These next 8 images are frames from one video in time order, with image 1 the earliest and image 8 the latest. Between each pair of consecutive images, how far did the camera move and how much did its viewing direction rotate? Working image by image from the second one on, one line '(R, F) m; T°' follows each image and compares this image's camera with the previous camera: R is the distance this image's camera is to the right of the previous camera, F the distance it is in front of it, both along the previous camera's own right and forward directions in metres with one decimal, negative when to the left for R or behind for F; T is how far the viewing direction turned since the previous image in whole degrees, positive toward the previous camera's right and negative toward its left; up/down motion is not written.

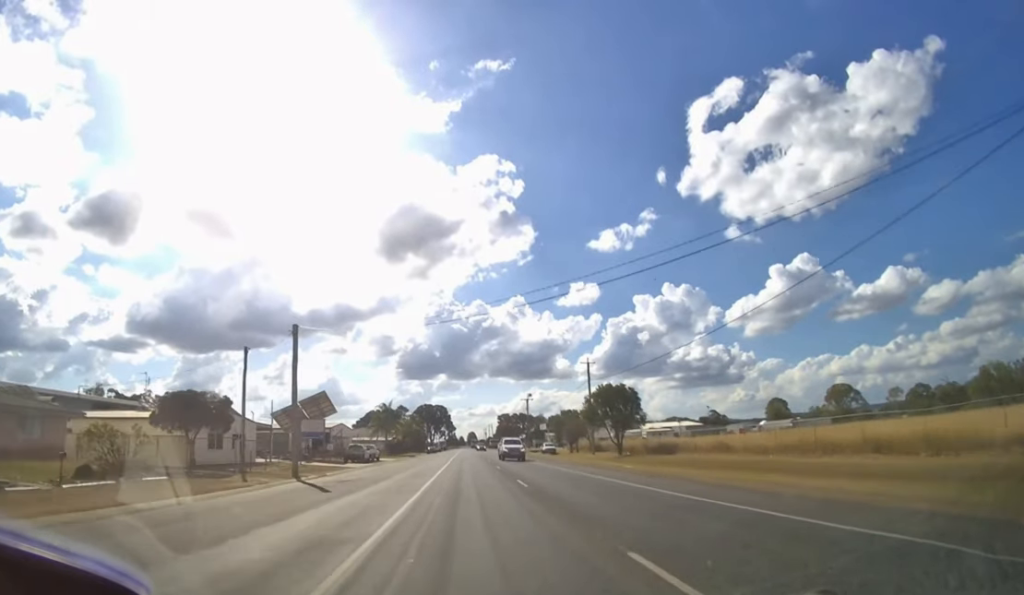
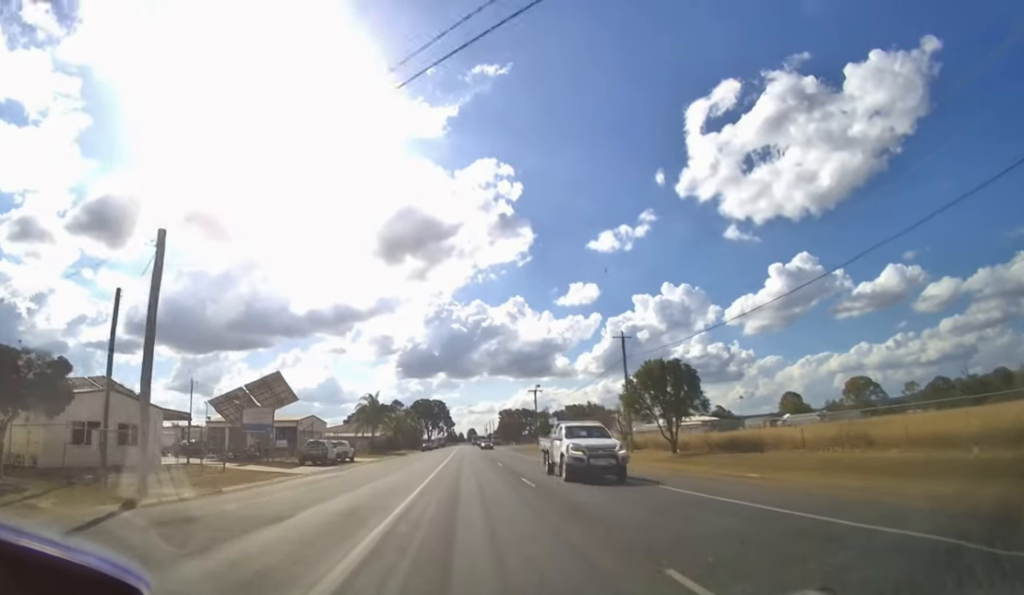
(0.0, +11.8) m; 0°
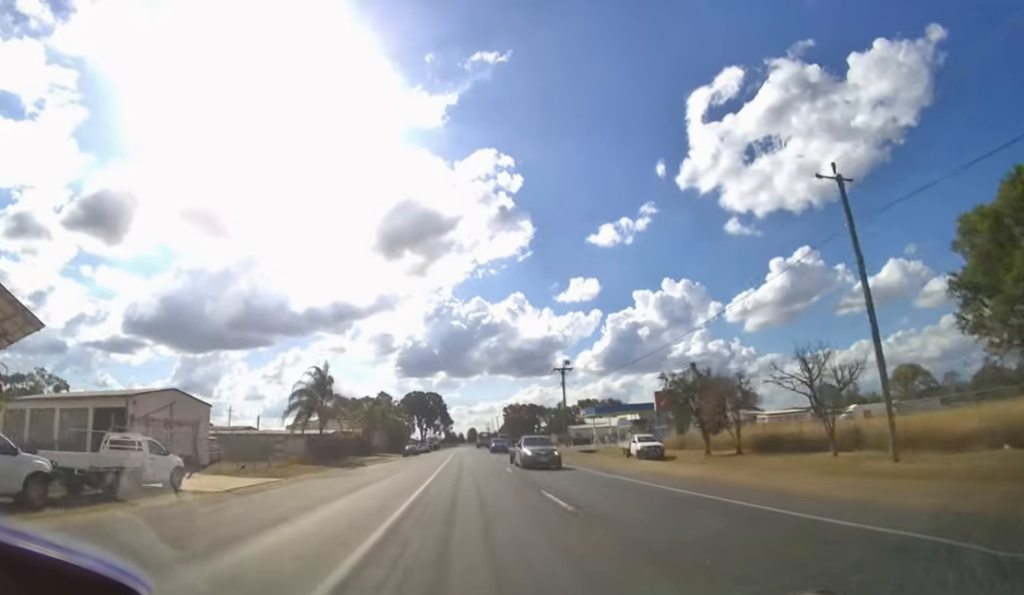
(-0.1, +26.8) m; 0°
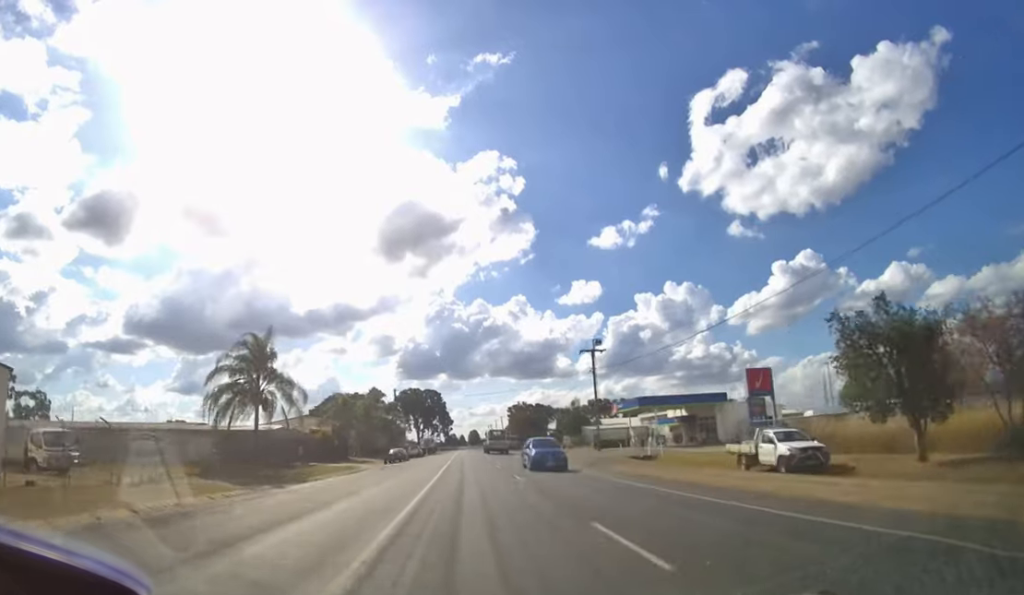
(0.0, +16.5) m; 0°
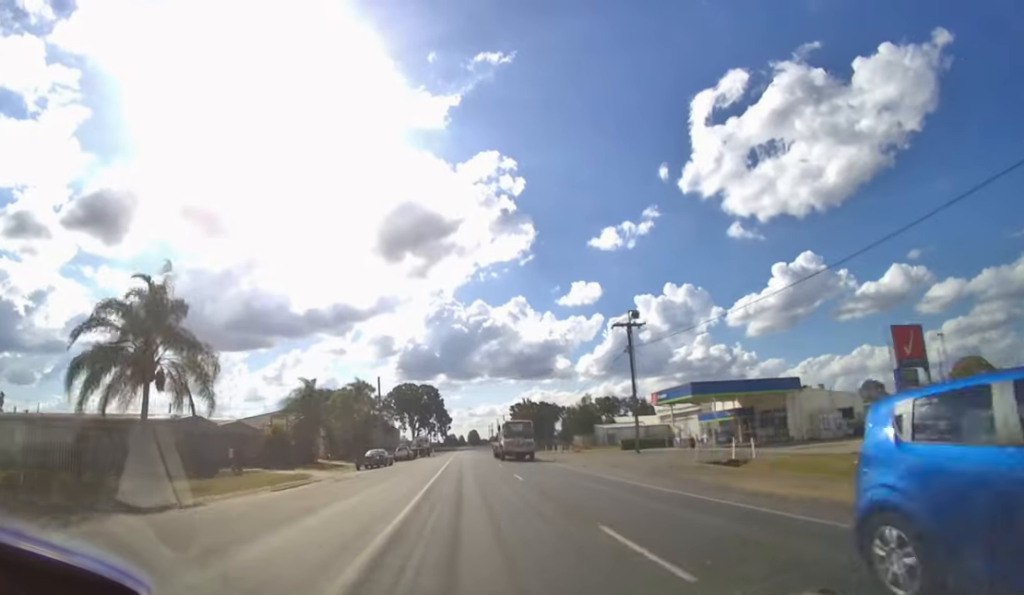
(0.0, +14.2) m; 0°
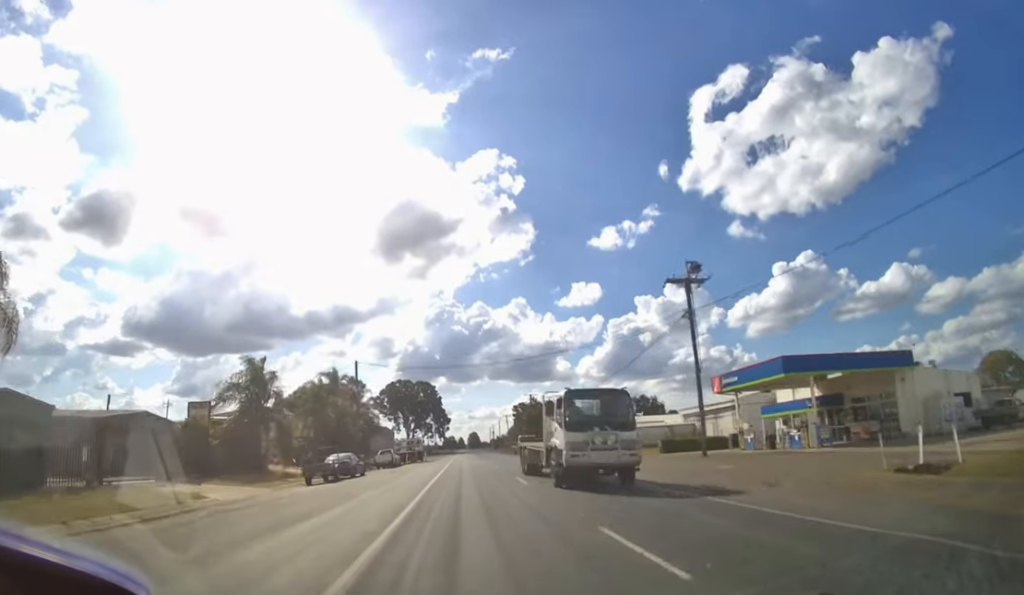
(0.0, +13.5) m; 0°
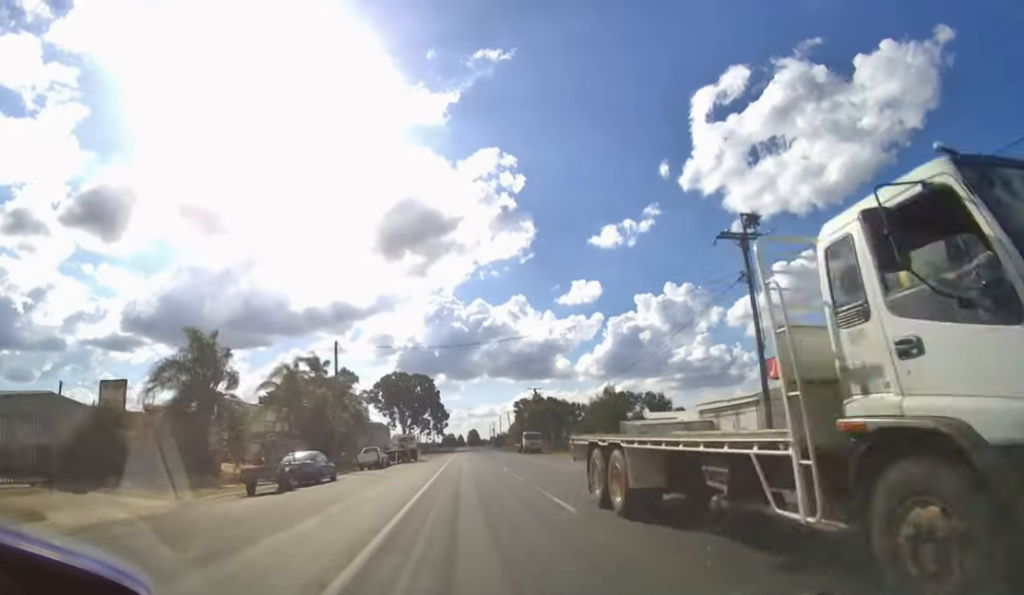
(0.0, +8.4) m; 0°
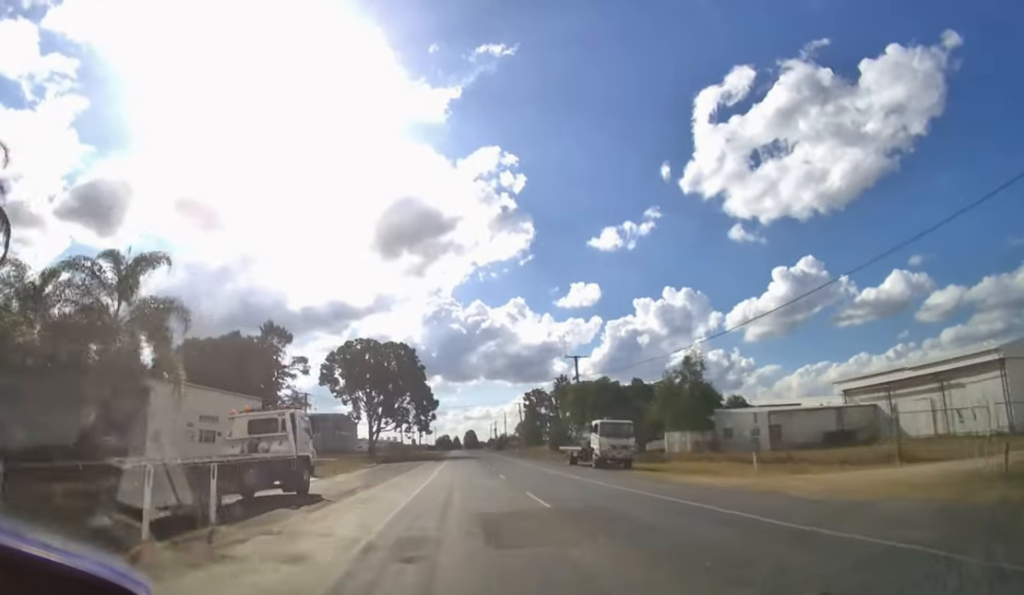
(+0.1, +41.3) m; 0°
